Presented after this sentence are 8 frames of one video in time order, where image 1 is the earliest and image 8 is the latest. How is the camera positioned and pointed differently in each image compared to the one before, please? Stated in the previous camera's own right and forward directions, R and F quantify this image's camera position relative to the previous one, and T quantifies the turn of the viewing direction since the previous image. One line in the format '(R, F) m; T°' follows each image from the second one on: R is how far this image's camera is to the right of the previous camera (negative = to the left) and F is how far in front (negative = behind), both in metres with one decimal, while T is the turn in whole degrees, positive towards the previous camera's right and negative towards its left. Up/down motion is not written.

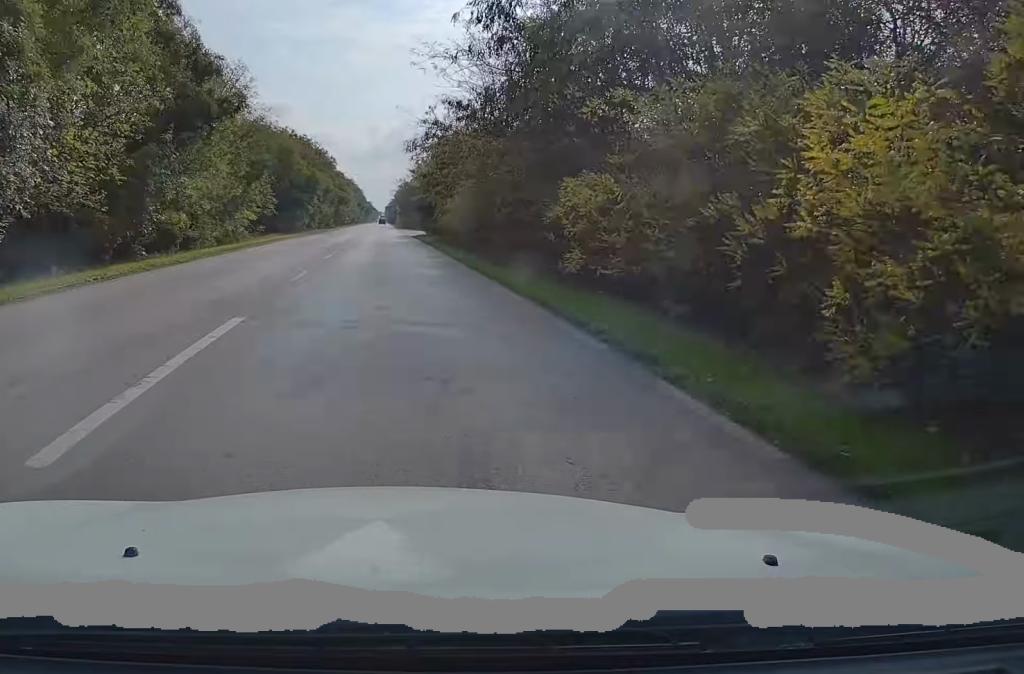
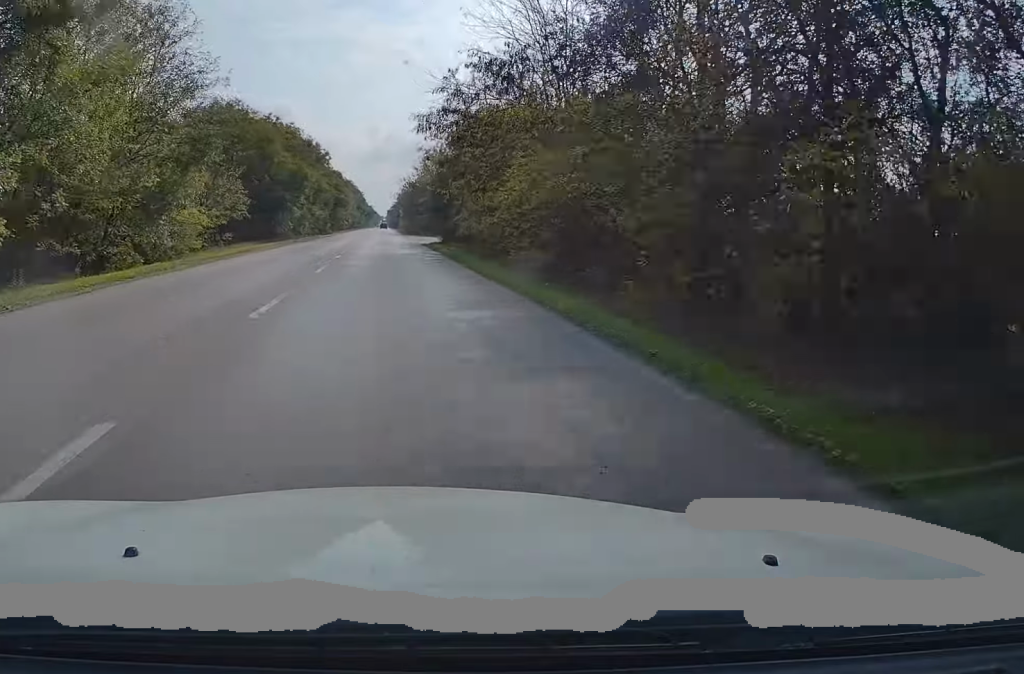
(+0.1, +14.5) m; 0°
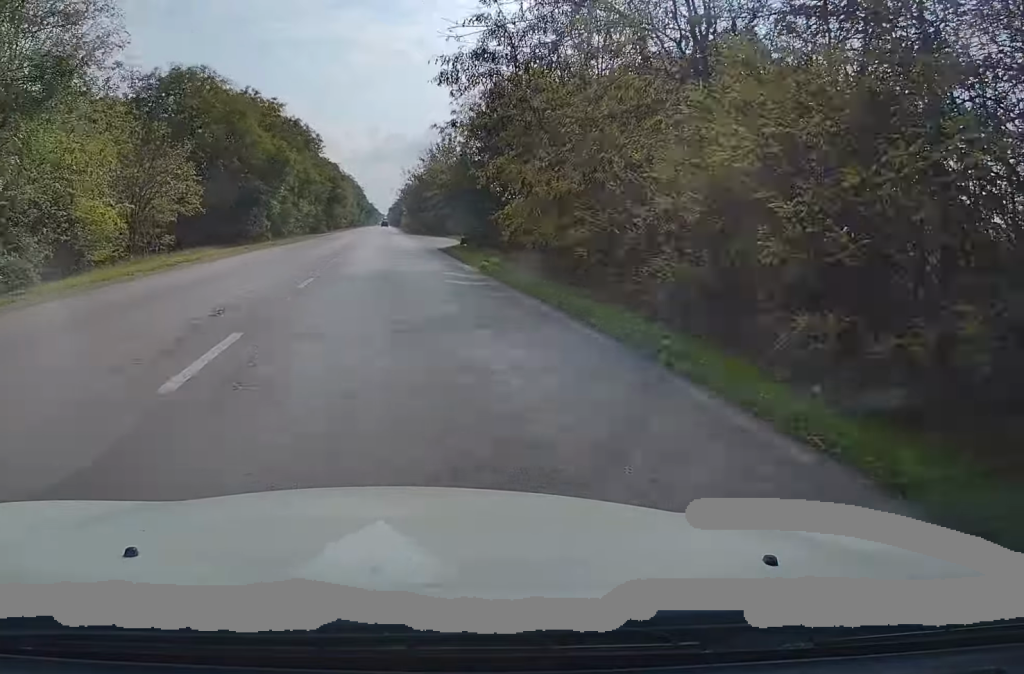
(-0.1, +13.7) m; 0°
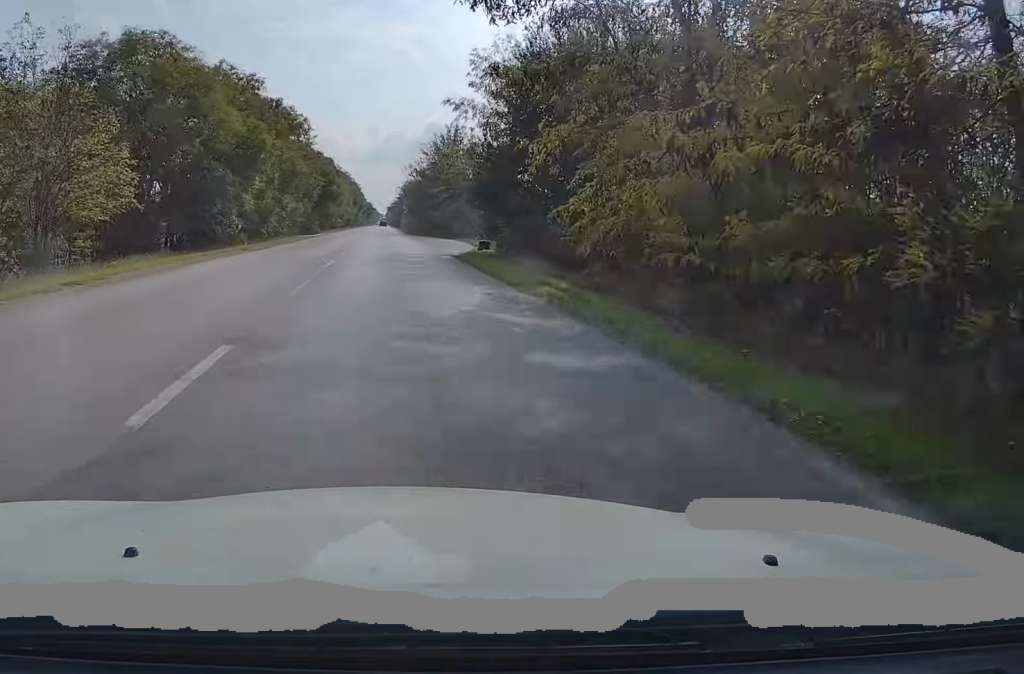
(0.0, +9.9) m; 0°
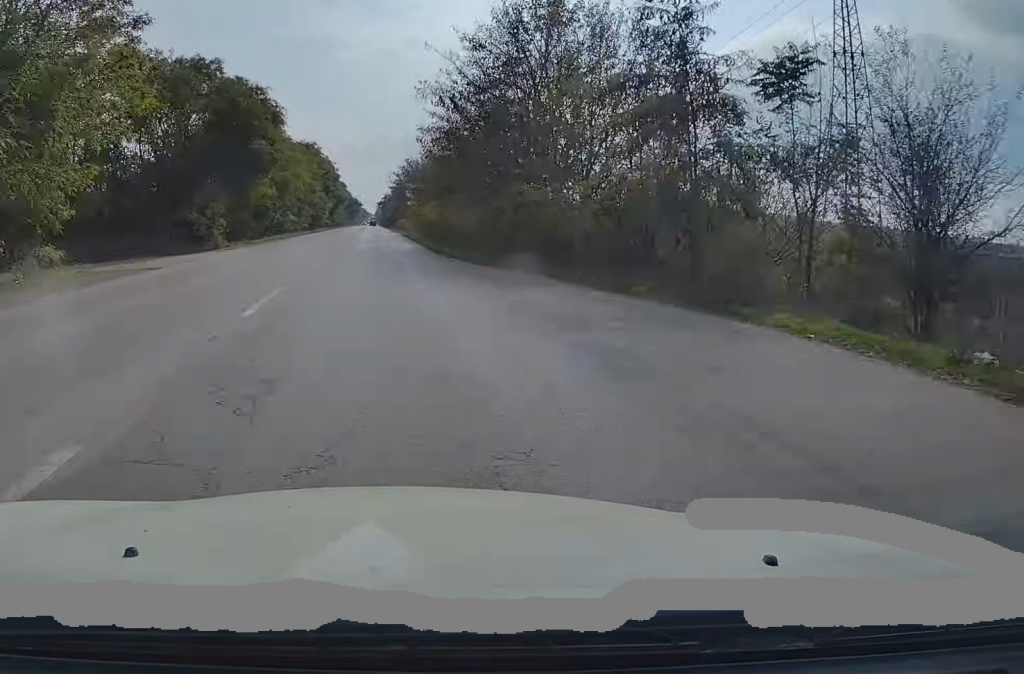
(+0.6, +57.4) m; +1°
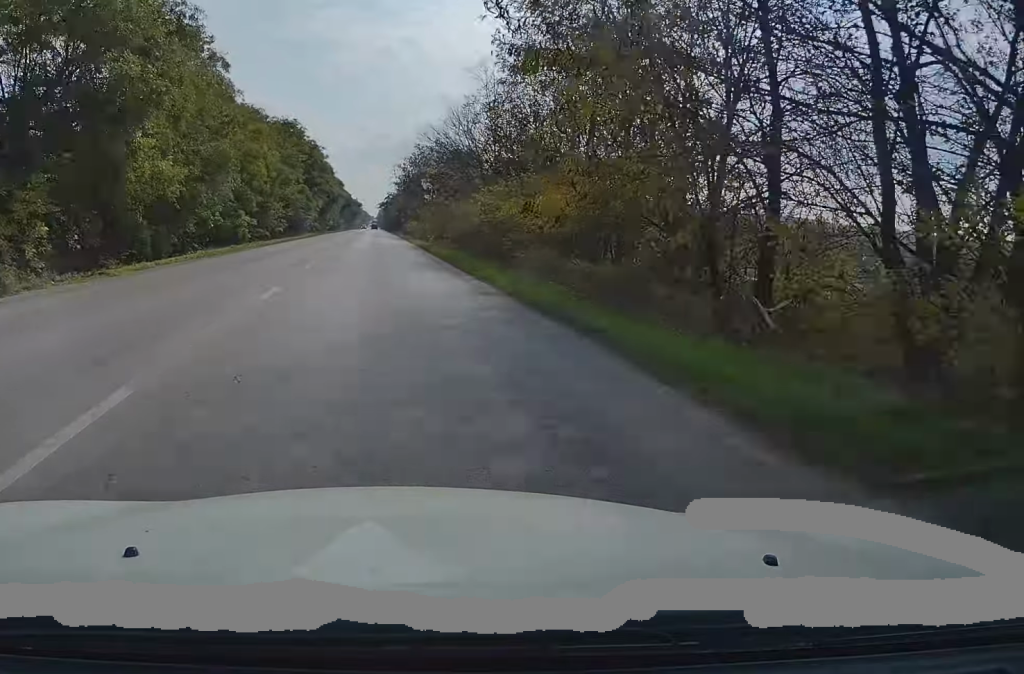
(0.0, +25.3) m; 0°
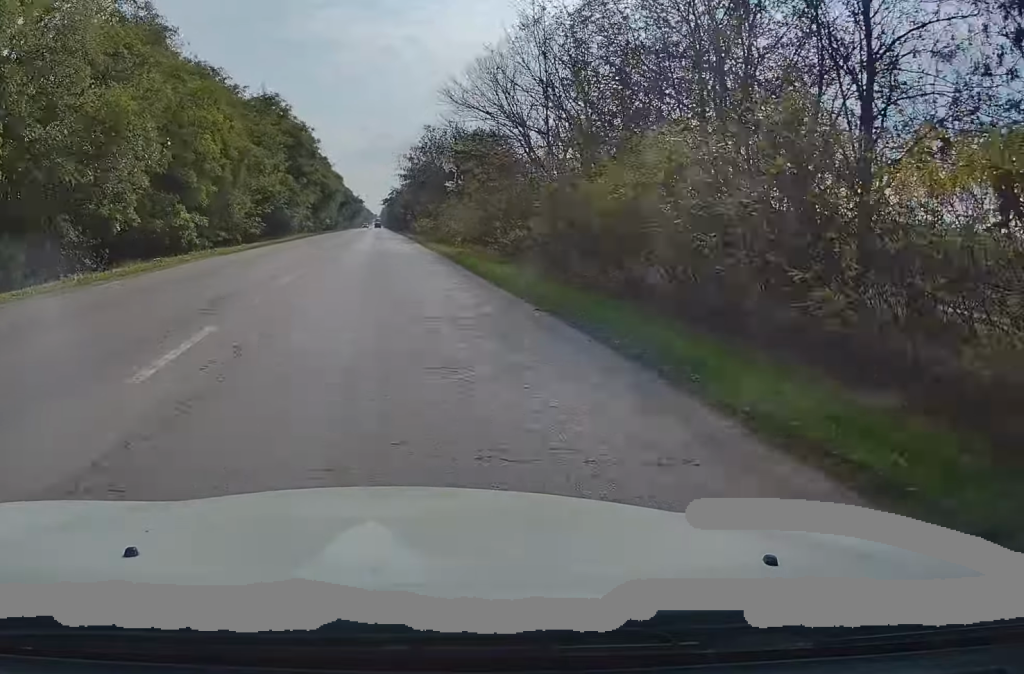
(0.0, +14.6) m; 0°
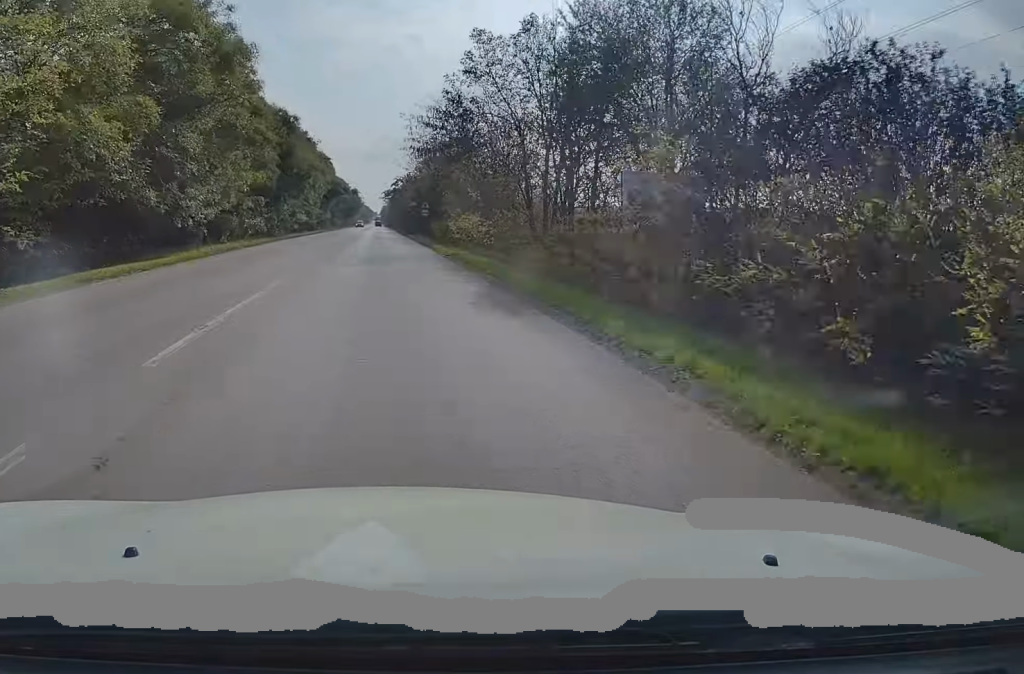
(-0.2, +36.2) m; 0°
